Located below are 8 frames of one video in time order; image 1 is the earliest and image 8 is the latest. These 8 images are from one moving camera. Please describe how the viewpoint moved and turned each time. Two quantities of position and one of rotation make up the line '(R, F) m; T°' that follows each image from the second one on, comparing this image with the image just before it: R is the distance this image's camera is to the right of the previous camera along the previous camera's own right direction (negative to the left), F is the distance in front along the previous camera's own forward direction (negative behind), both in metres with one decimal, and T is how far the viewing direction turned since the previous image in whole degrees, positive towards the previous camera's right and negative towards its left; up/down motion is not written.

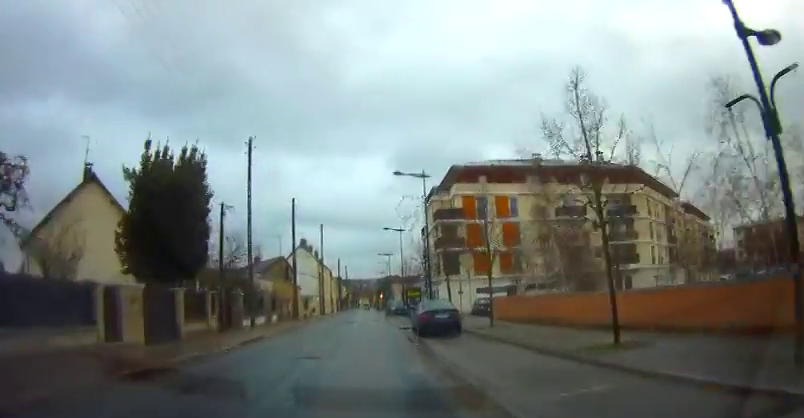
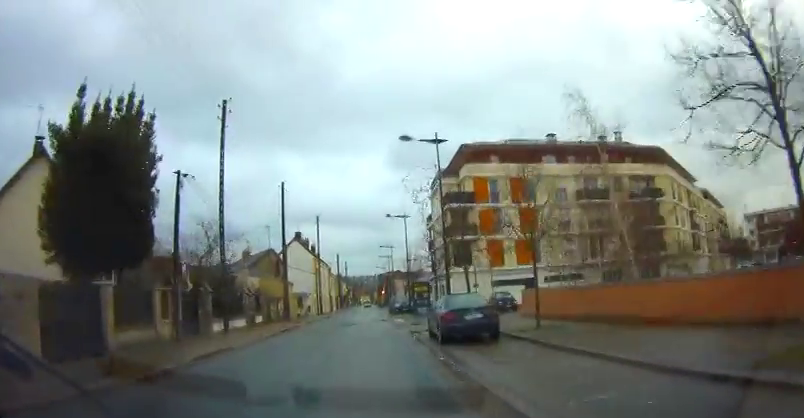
(0.0, +5.4) m; 0°
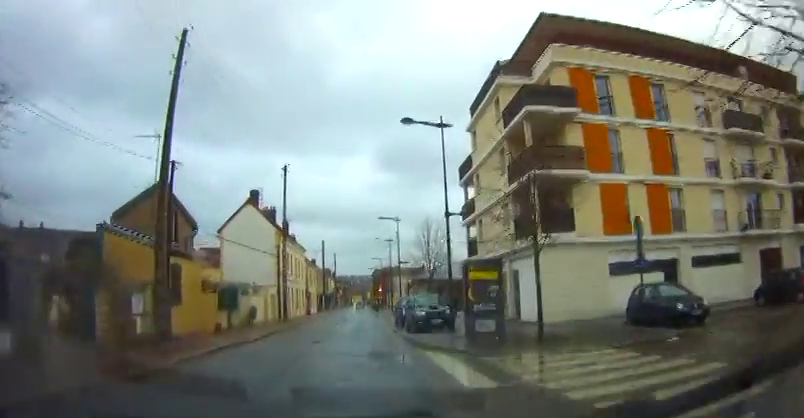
(+0.5, +22.5) m; +2°
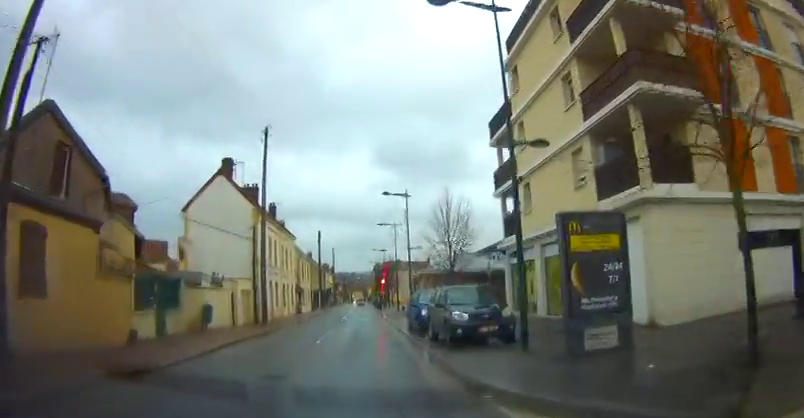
(0.0, +8.5) m; -1°
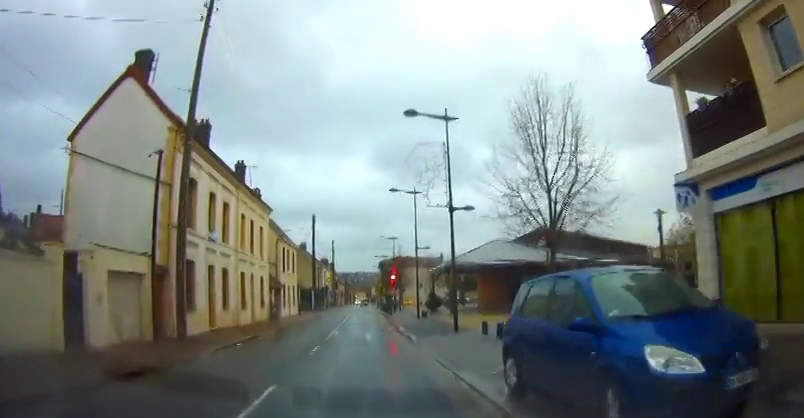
(-0.3, +15.1) m; -1°
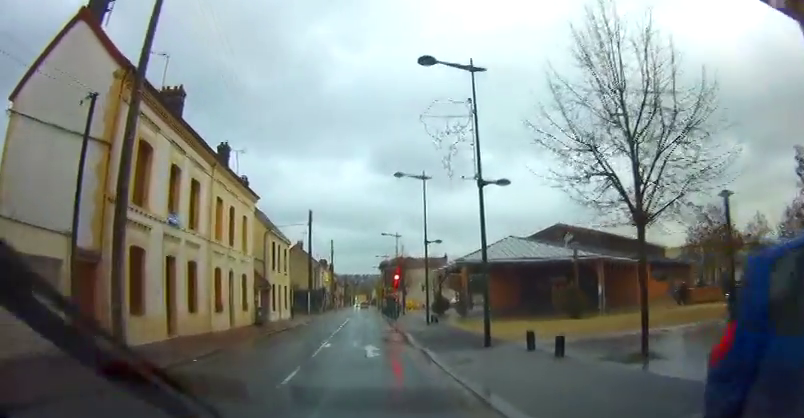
(+0.1, +4.7) m; +2°
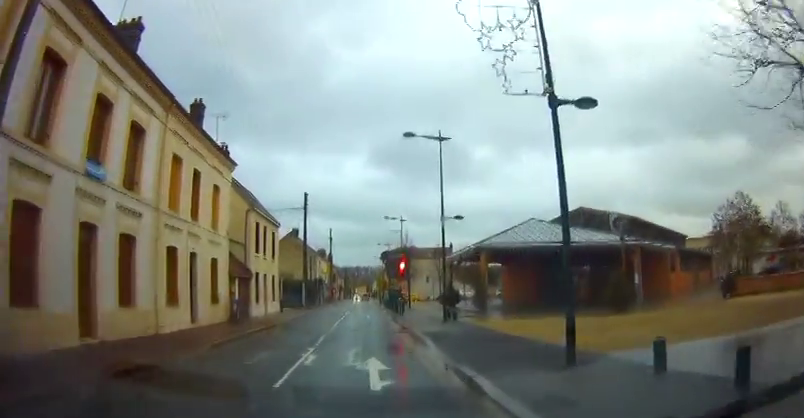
(+0.1, +5.6) m; +2°
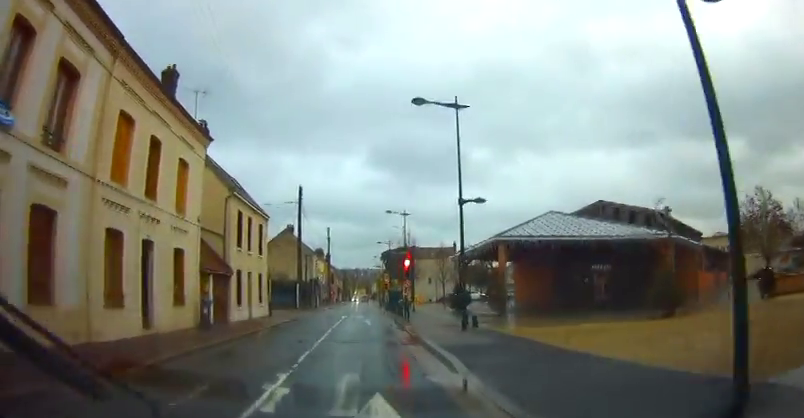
(+0.1, +3.9) m; +1°
